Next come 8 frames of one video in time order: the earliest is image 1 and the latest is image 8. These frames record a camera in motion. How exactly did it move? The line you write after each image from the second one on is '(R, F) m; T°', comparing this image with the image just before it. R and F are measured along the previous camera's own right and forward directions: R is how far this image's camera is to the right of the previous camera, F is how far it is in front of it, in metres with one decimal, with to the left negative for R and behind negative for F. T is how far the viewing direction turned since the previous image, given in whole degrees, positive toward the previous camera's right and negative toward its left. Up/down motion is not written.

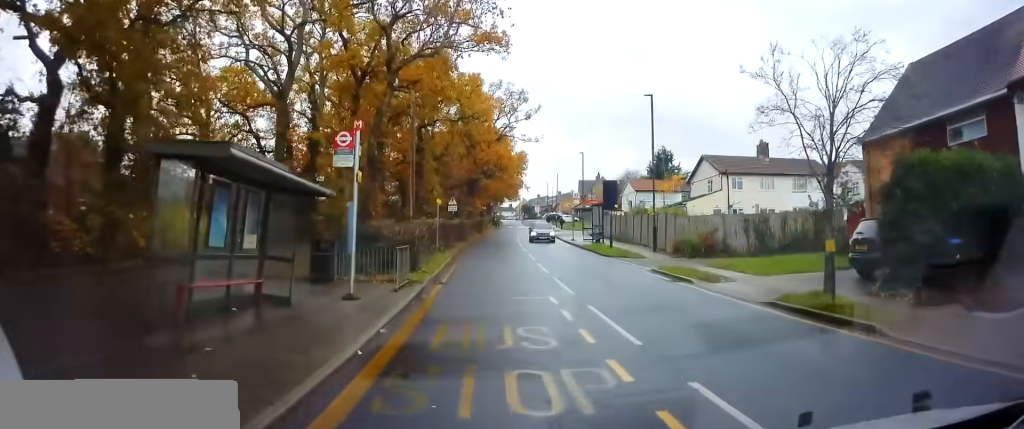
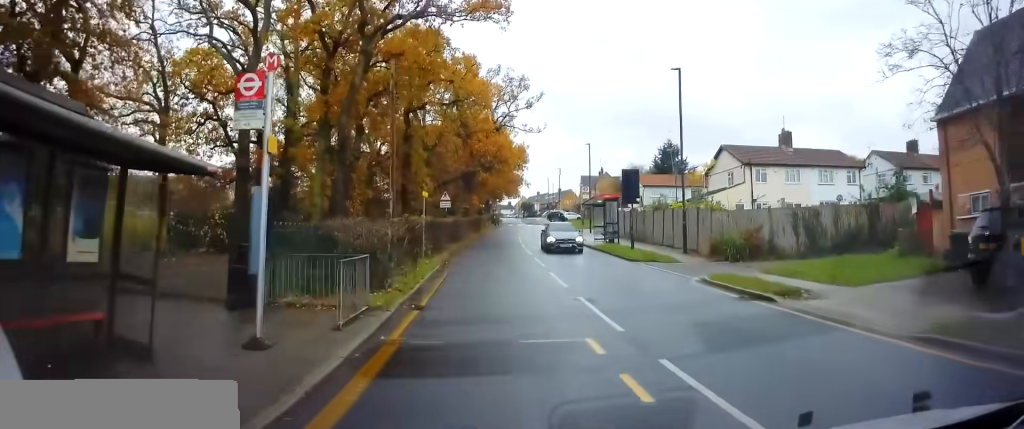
(+0.1, +4.1) m; +1°
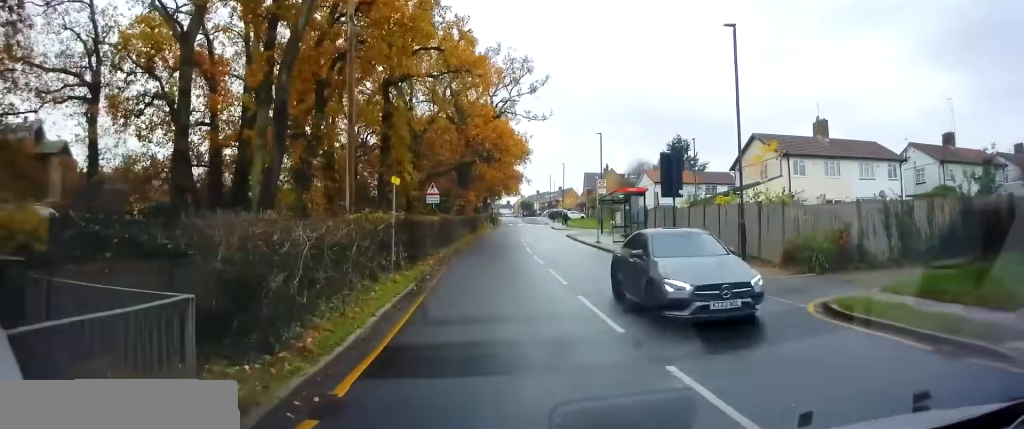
(+0.3, +5.0) m; 0°
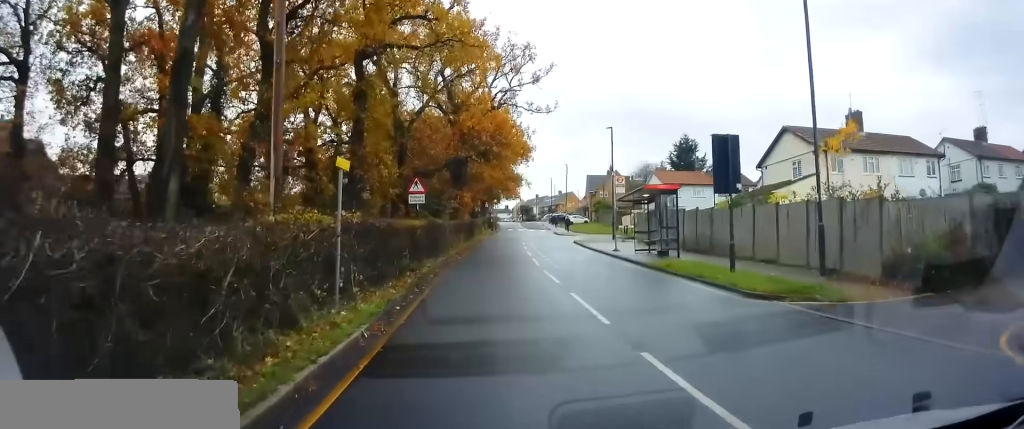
(-0.3, +4.6) m; 0°
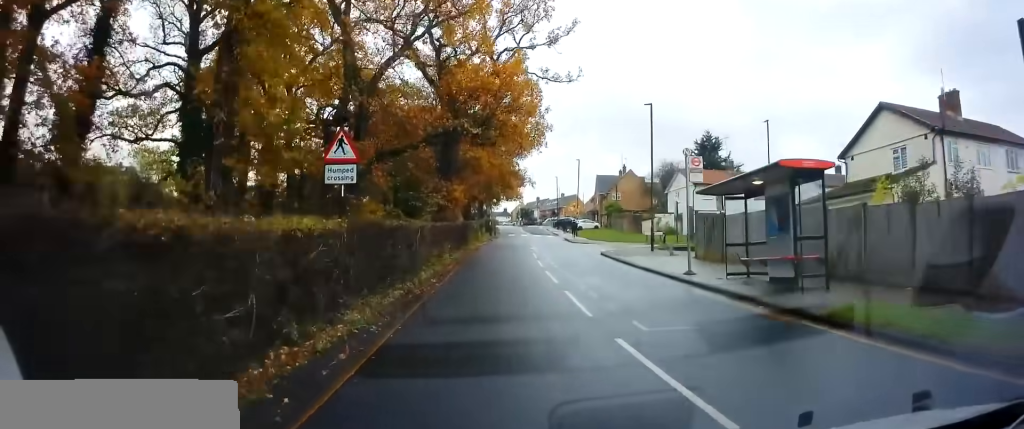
(+0.3, +9.2) m; +3°
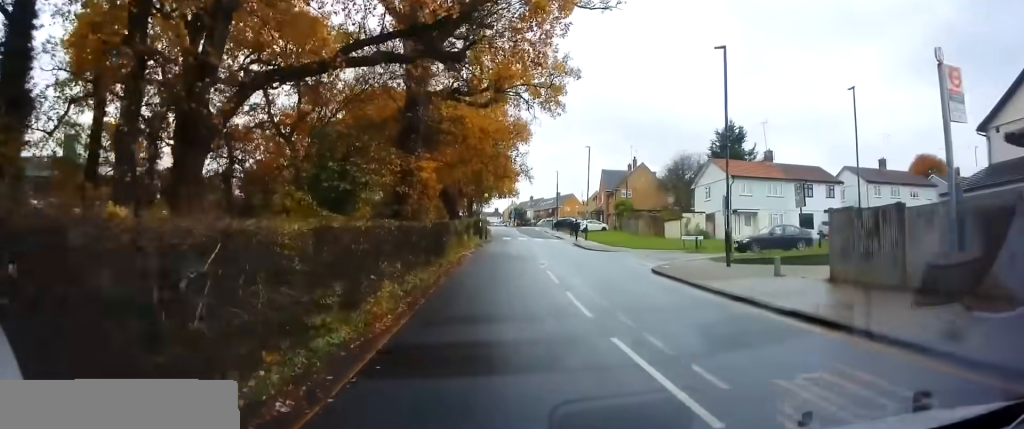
(0.0, +10.5) m; 0°
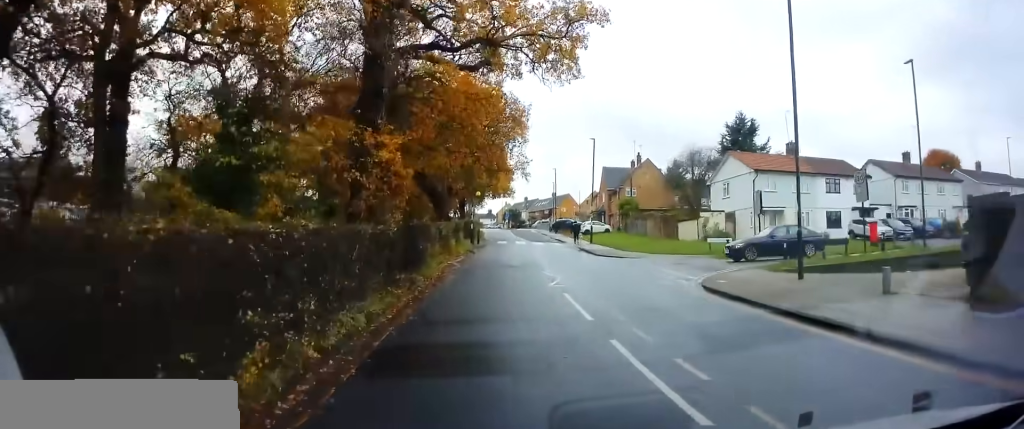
(0.0, +5.3) m; 0°
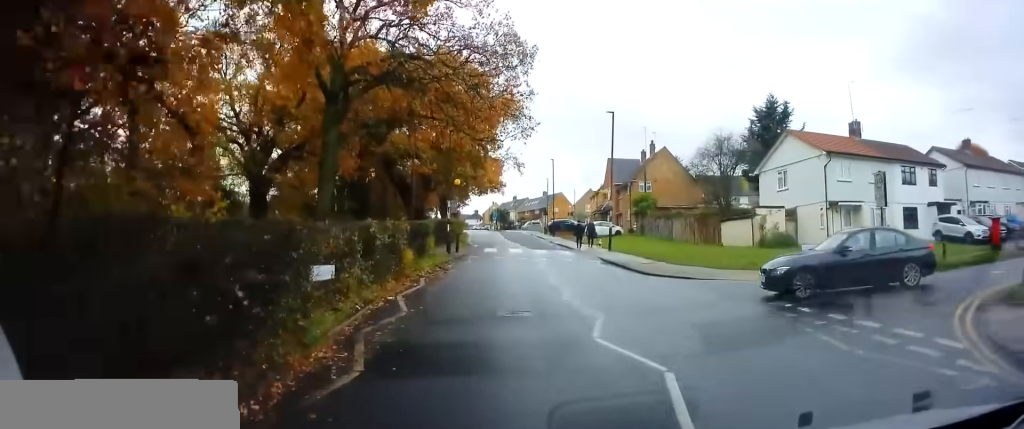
(+0.1, +10.5) m; -2°
